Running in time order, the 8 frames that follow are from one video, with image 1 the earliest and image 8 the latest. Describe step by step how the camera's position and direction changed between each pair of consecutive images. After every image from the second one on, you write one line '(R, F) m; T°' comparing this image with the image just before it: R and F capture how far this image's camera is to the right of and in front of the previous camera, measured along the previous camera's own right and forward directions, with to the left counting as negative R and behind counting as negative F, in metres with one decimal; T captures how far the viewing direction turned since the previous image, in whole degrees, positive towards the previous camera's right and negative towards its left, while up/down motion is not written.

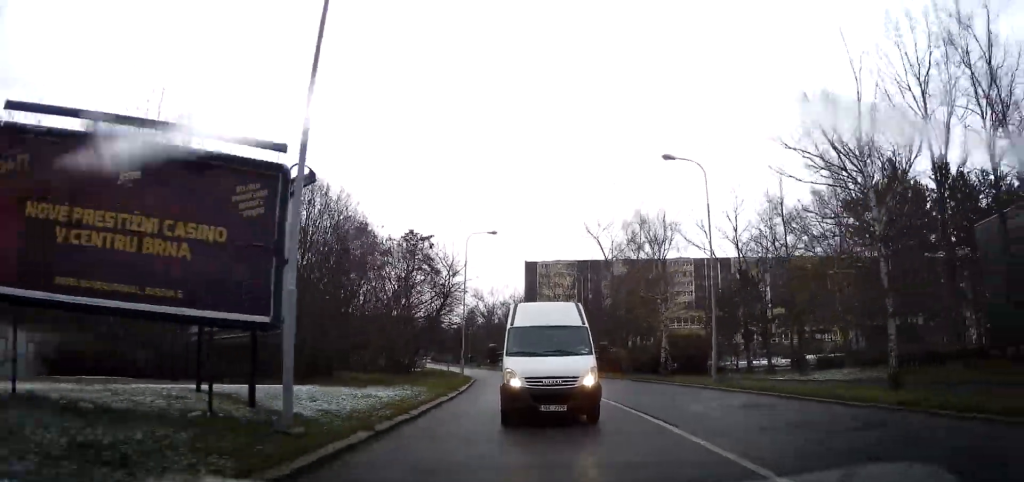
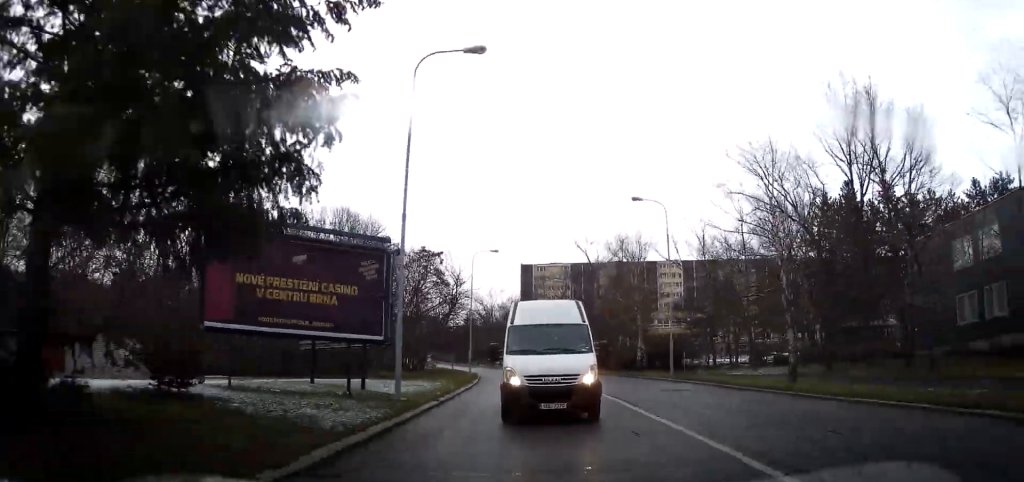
(0.0, +7.8) m; +1°
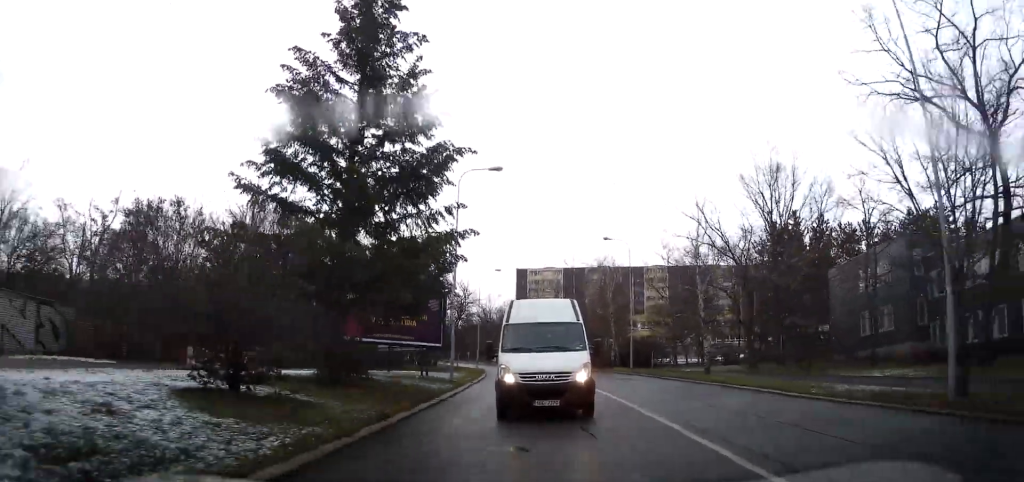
(+0.2, +12.2) m; 0°
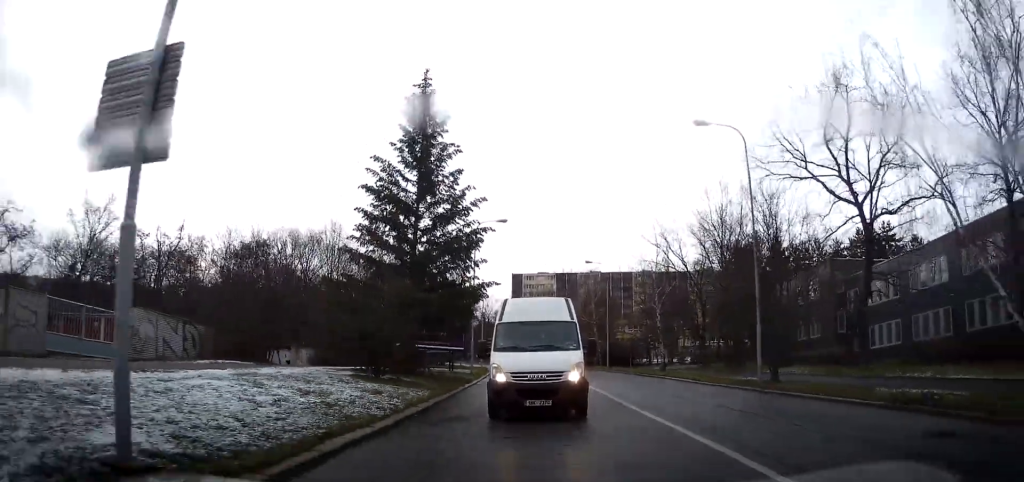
(-0.1, +11.5) m; 0°
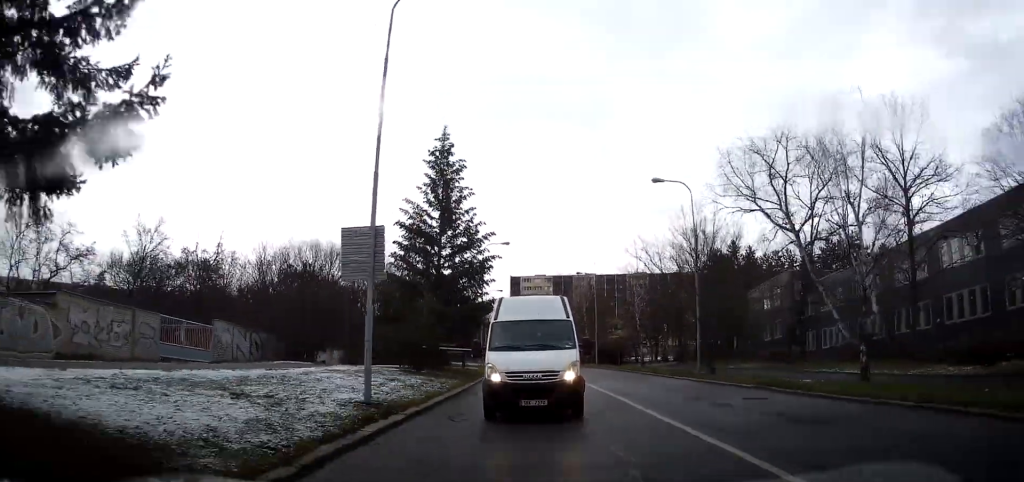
(+0.2, +8.7) m; +1°
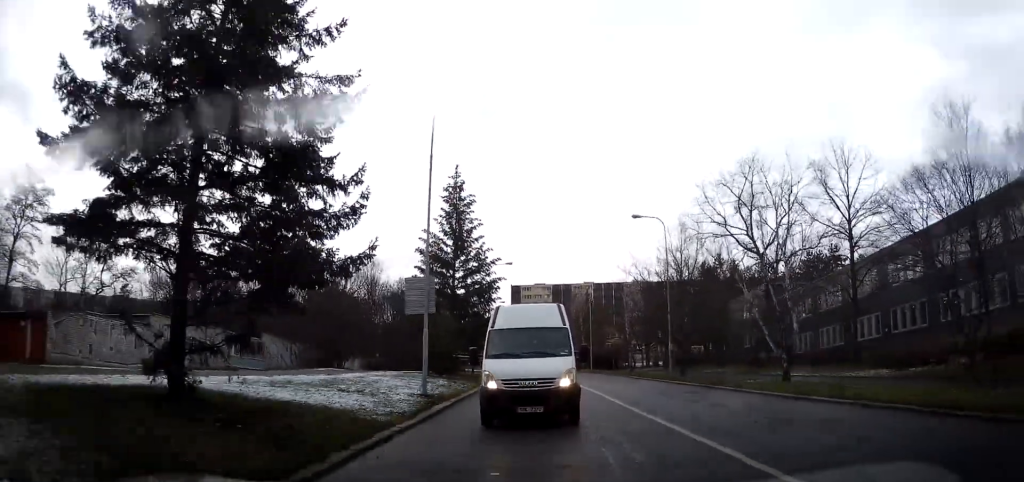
(+0.1, +6.7) m; 0°
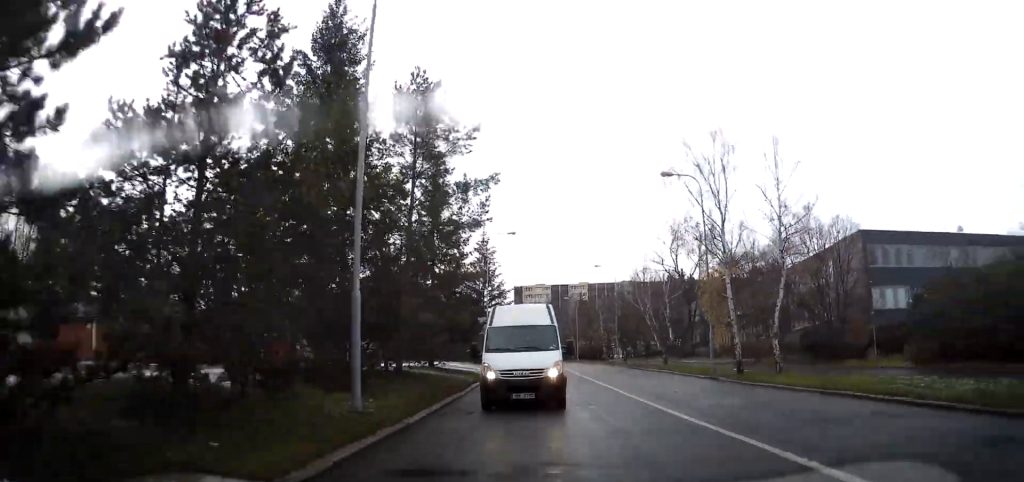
(-0.1, +25.2) m; -1°
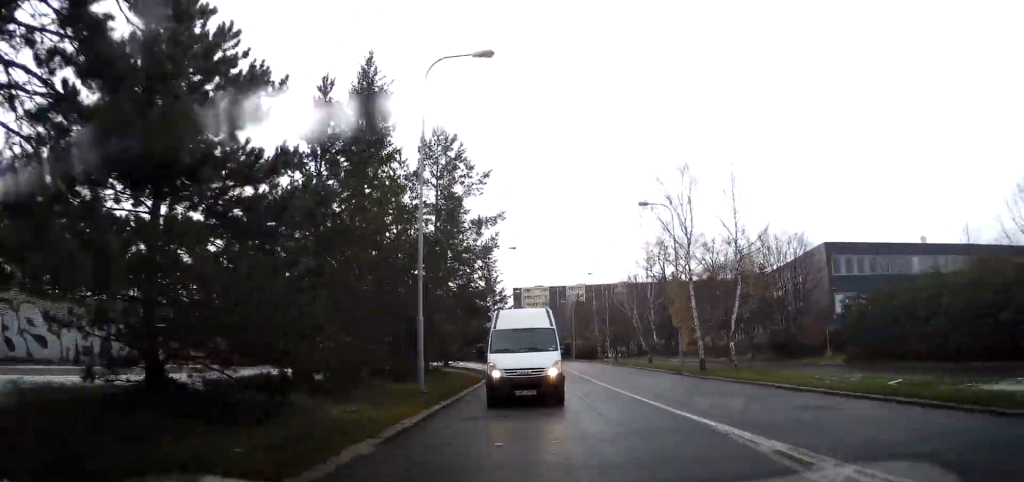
(-0.1, +6.7) m; 0°
